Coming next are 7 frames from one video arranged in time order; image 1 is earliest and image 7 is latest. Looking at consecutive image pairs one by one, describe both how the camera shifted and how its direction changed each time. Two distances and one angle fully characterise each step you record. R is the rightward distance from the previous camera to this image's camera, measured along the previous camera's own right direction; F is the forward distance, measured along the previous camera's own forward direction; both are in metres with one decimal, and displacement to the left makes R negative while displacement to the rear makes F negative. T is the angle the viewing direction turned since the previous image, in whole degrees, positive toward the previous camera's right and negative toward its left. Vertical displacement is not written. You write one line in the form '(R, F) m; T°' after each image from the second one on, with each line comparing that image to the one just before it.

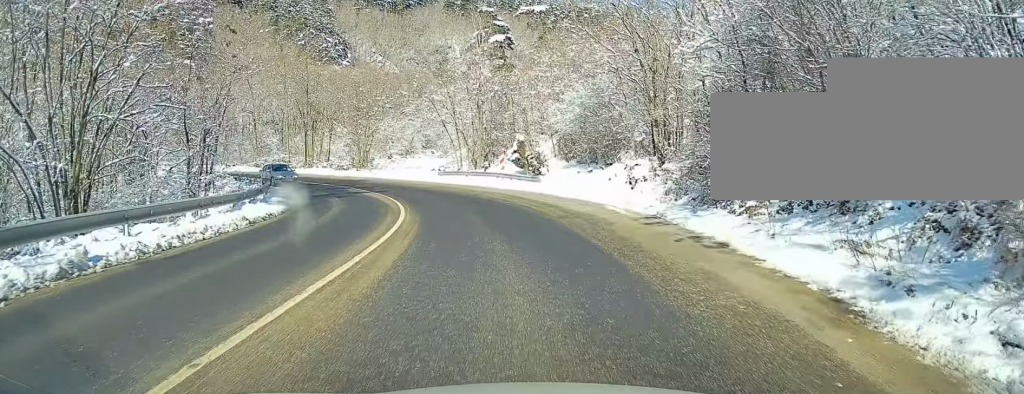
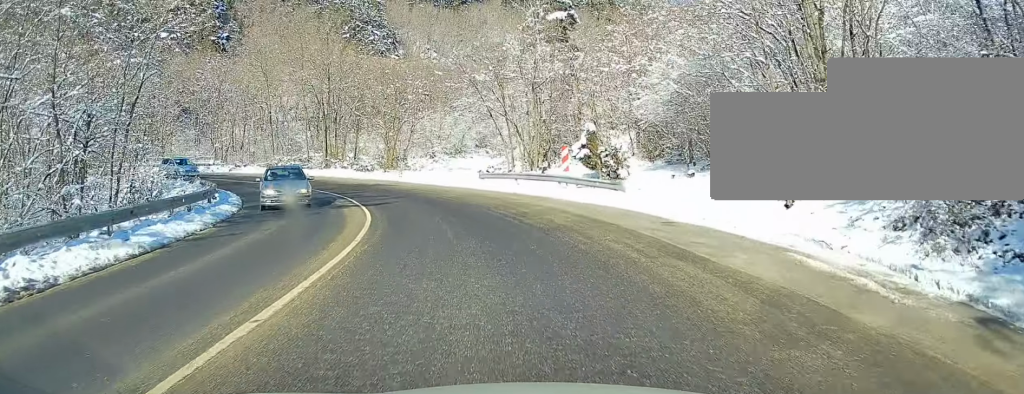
(-0.5, +11.4) m; -7°
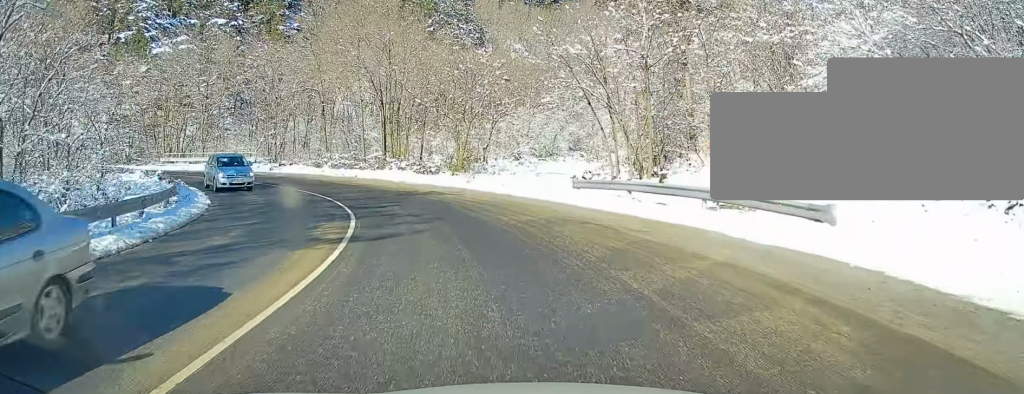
(-0.5, +9.9) m; -9°
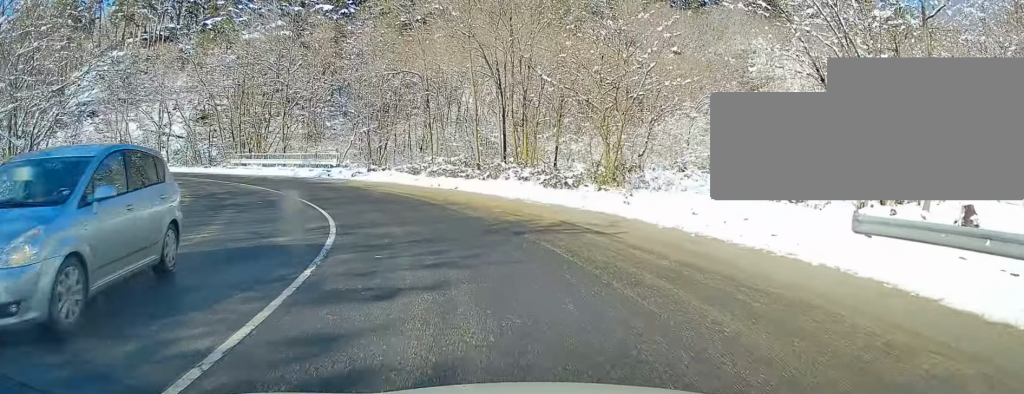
(-1.4, +12.1) m; -14°
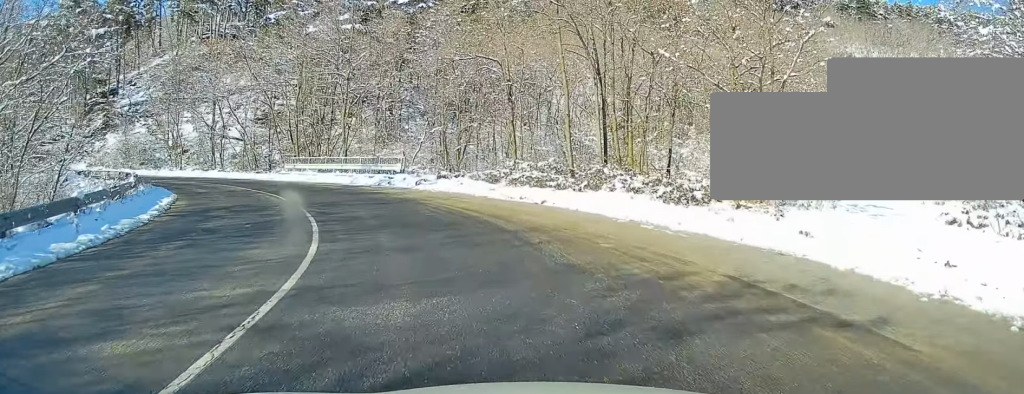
(-0.6, +6.7) m; -8°
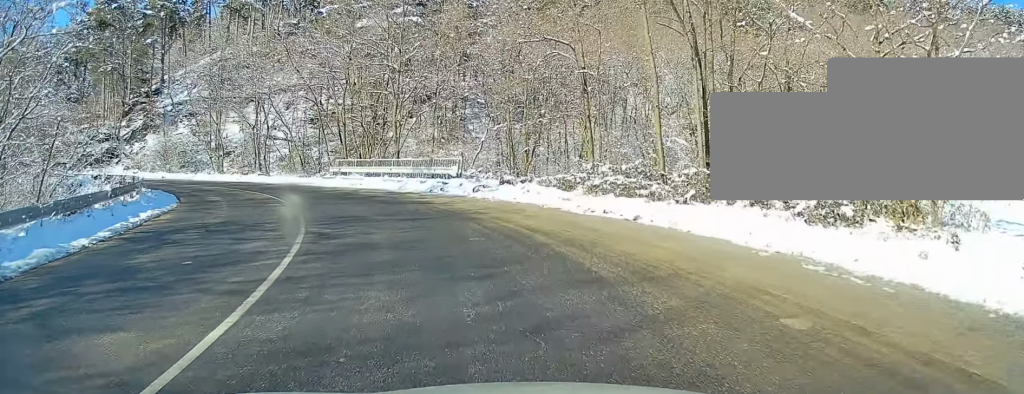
(-0.3, +5.1) m; -7°
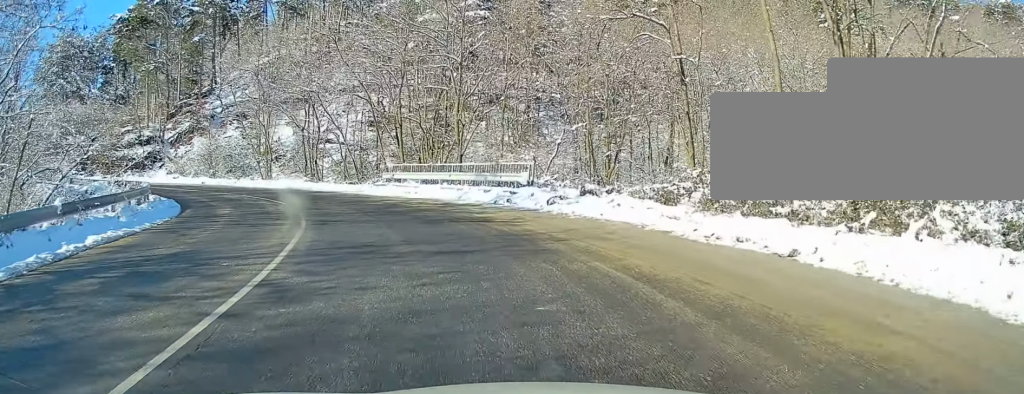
(-0.3, +5.1) m; -7°
